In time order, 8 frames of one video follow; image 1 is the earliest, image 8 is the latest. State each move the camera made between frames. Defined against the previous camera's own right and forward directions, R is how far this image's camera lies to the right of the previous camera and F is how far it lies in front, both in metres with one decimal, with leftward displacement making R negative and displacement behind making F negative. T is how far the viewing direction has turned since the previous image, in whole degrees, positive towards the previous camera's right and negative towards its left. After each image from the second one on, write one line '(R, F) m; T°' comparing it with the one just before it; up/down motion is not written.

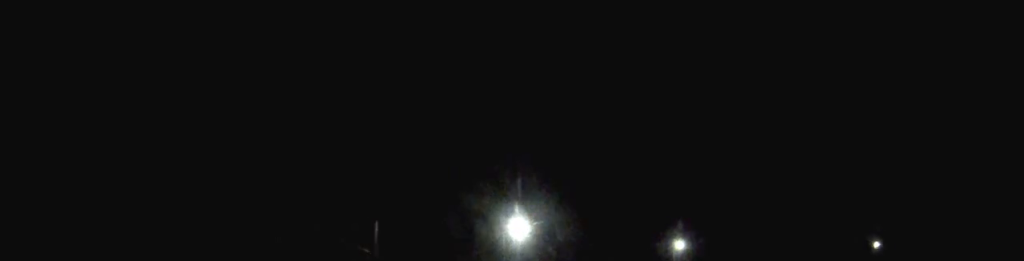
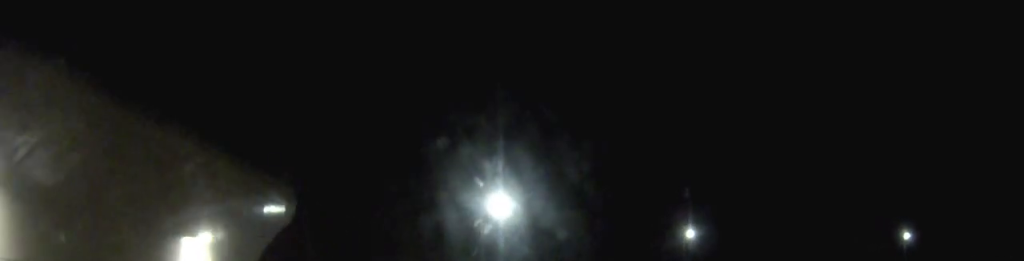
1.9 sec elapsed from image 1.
(-0.1, +7.7) m; 0°
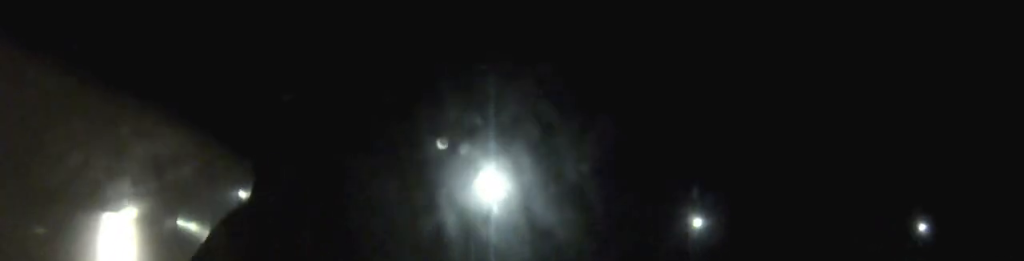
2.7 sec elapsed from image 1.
(+0.1, +3.1) m; +1°
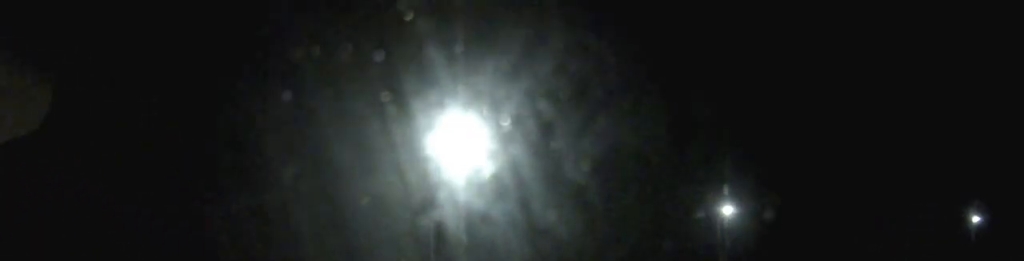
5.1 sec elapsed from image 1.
(0.0, +8.7) m; -1°
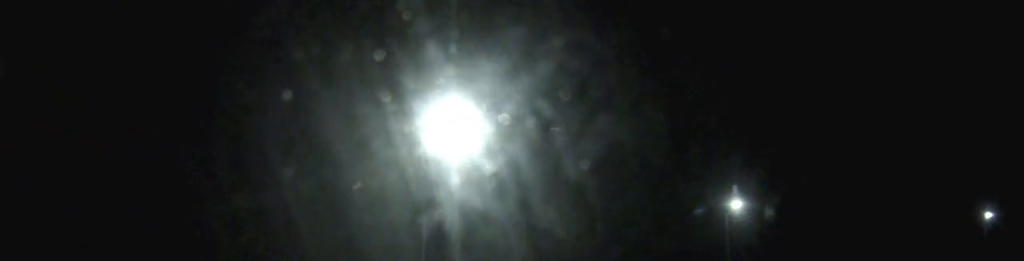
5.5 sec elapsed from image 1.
(0.0, +1.5) m; 0°
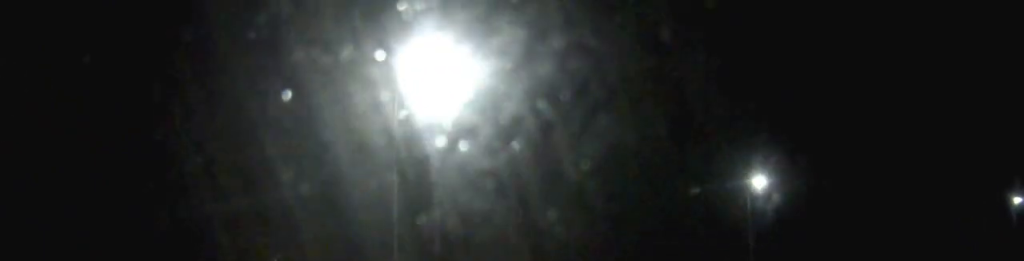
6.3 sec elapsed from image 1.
(0.0, +3.3) m; 0°
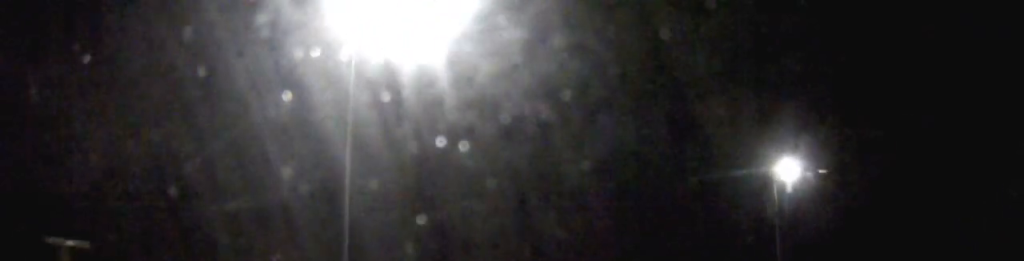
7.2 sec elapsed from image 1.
(0.0, +3.5) m; +2°
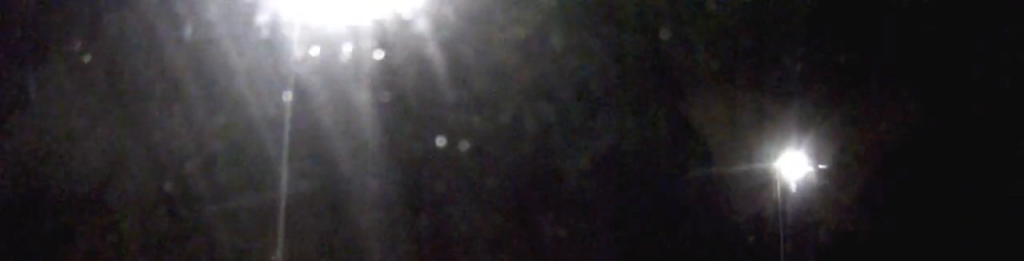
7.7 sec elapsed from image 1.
(0.0, +2.0) m; +2°
